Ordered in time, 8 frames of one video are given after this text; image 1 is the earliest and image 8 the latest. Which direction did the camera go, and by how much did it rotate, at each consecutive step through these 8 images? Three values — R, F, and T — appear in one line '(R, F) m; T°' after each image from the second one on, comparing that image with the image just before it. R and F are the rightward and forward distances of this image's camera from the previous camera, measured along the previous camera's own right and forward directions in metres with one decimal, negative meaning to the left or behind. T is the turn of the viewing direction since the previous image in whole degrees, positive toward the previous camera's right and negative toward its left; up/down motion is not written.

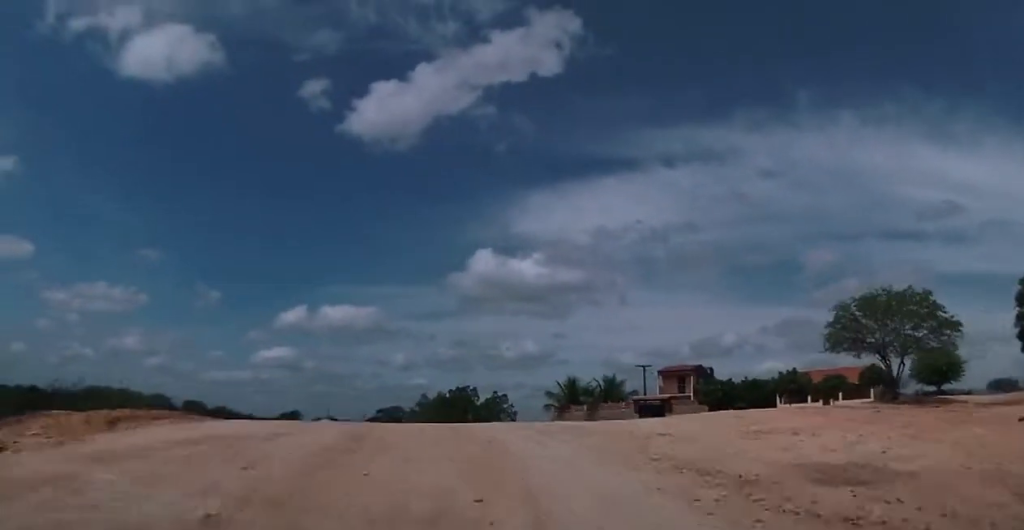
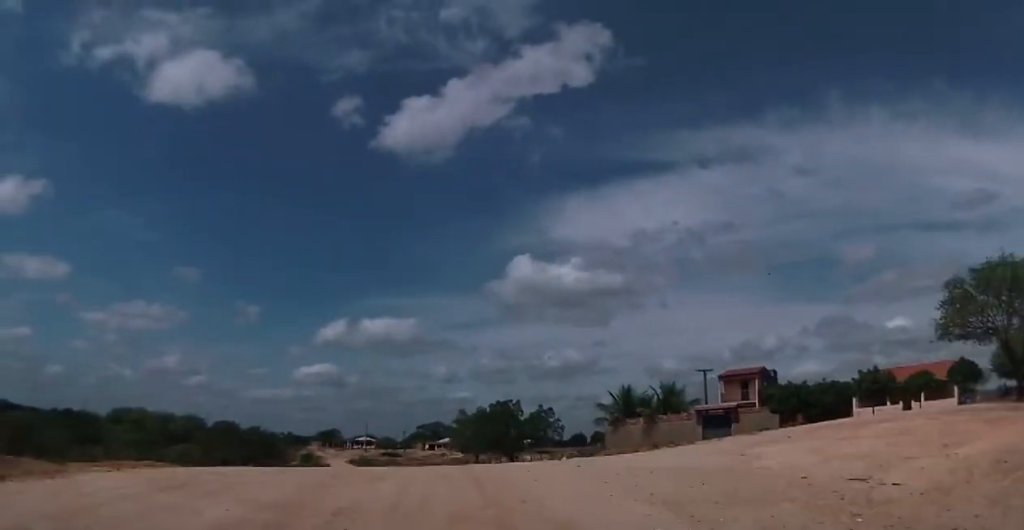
(+0.2, +8.2) m; +1°
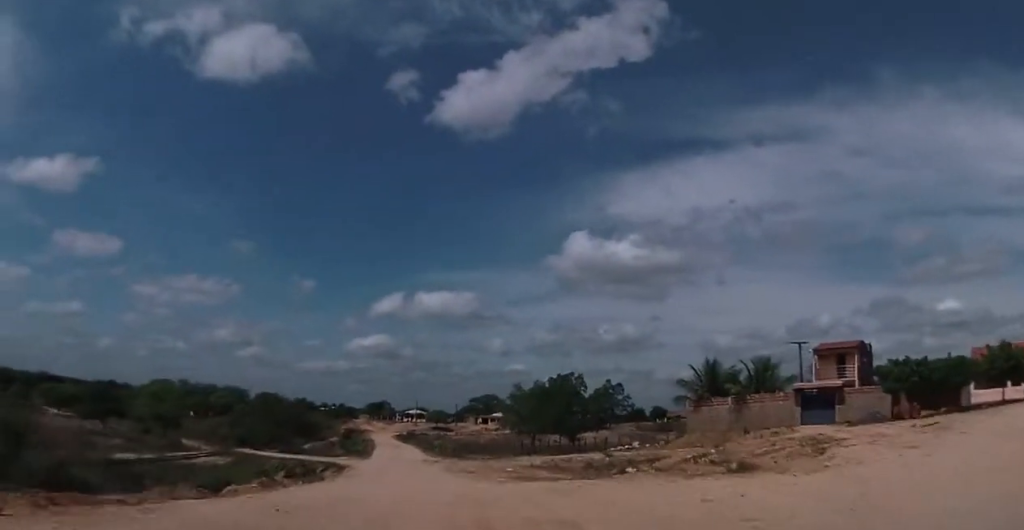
(0.0, +11.7) m; -4°
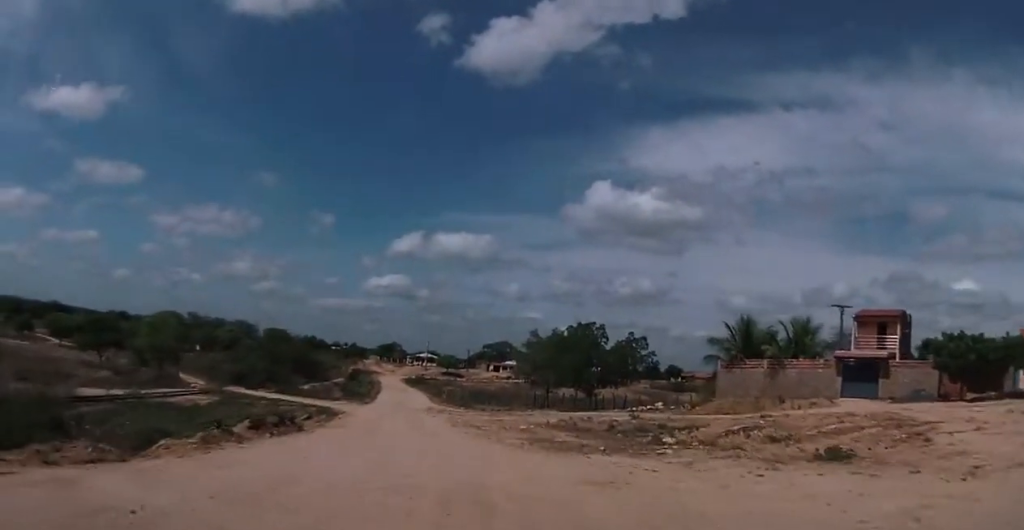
(-0.3, +5.4) m; -3°
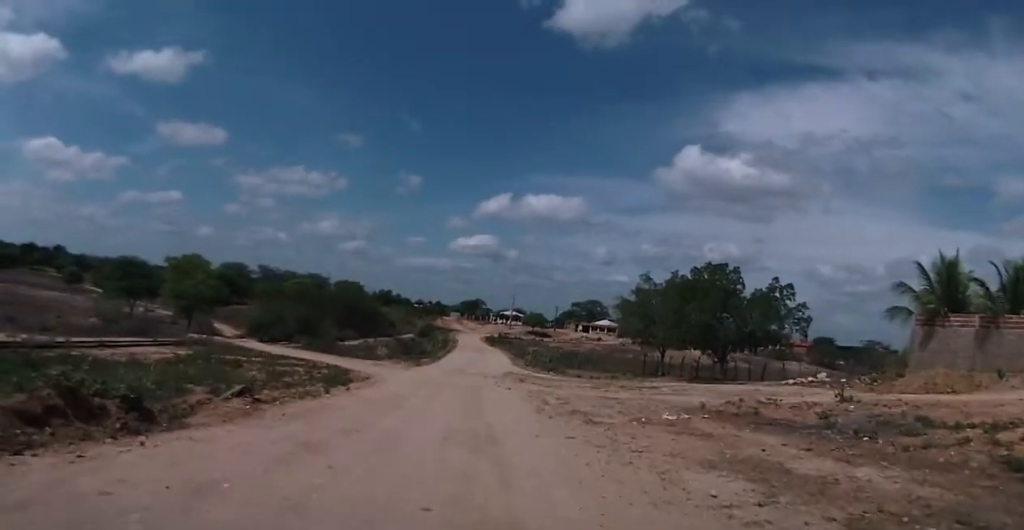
(-0.9, +18.3) m; -7°
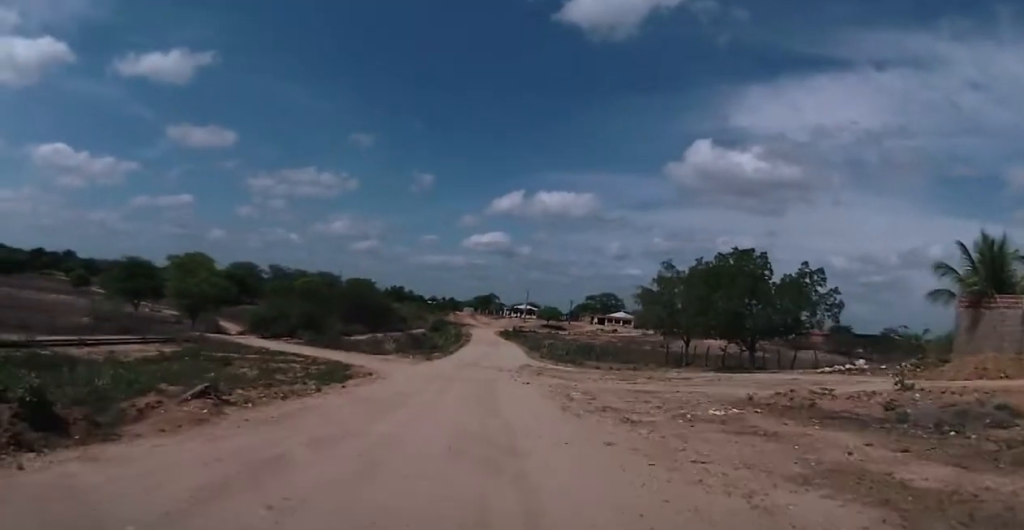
(-0.2, +2.9) m; -1°
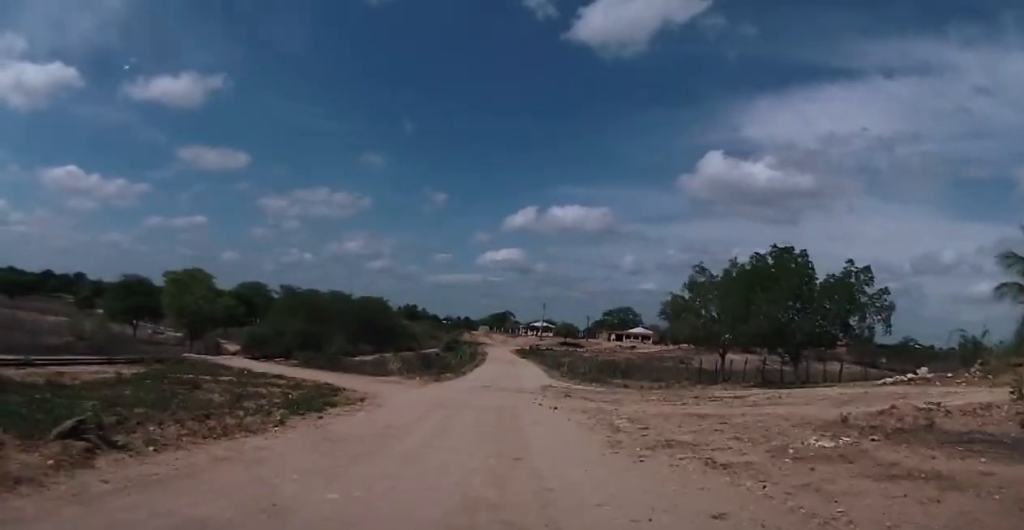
(-0.3, +4.8) m; -1°
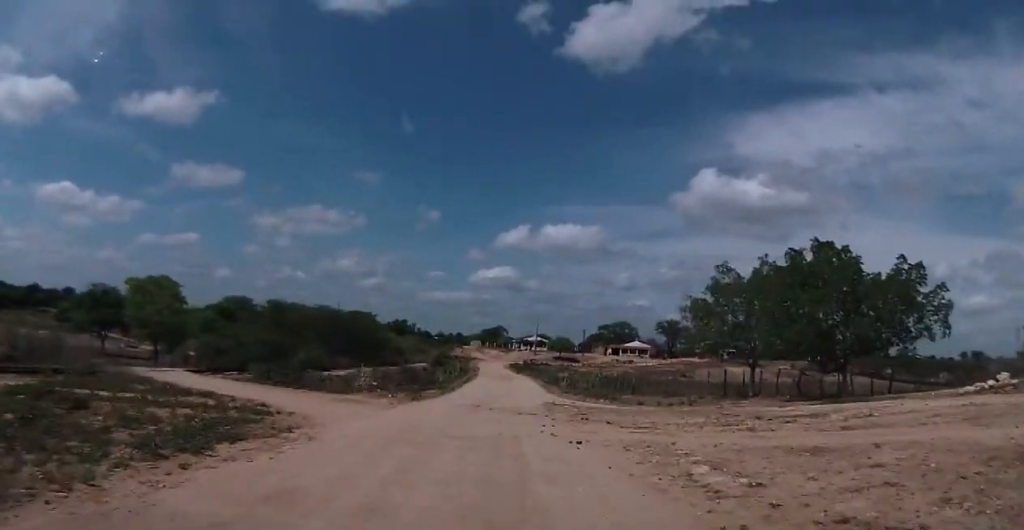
(+0.2, +7.0) m; +2°
